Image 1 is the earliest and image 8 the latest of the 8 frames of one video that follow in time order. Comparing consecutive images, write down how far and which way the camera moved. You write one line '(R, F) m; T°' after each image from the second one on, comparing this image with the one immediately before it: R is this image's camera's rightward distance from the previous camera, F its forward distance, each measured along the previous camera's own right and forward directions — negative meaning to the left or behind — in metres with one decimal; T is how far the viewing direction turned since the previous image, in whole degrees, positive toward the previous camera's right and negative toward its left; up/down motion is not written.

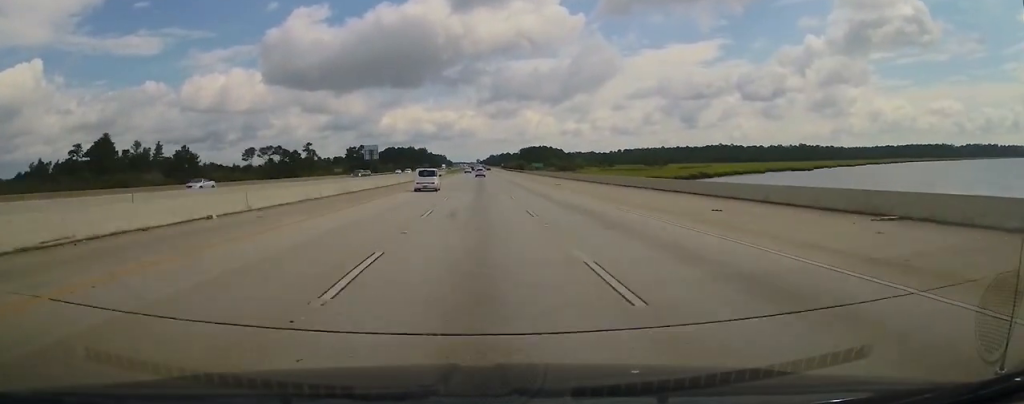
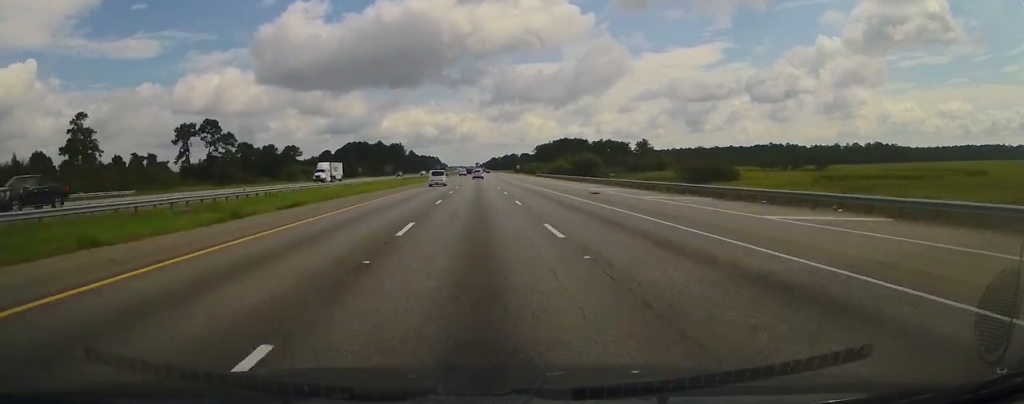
(+0.4, +212.9) m; 0°
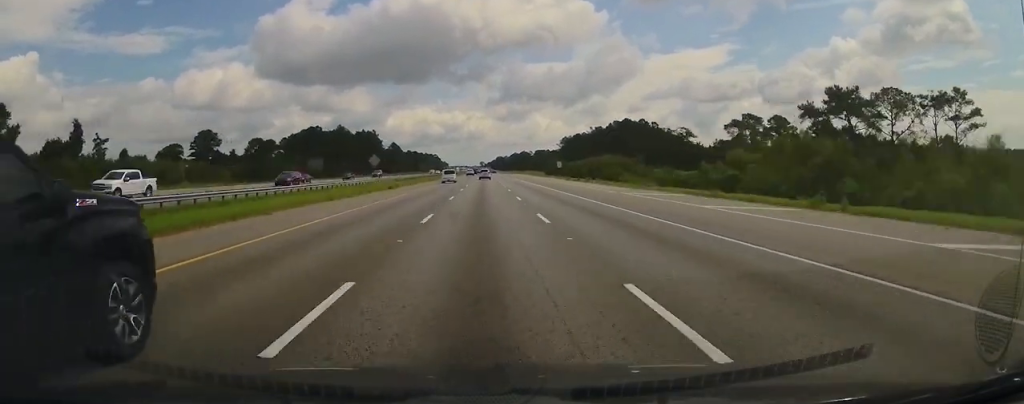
(-0.7, +120.8) m; 0°
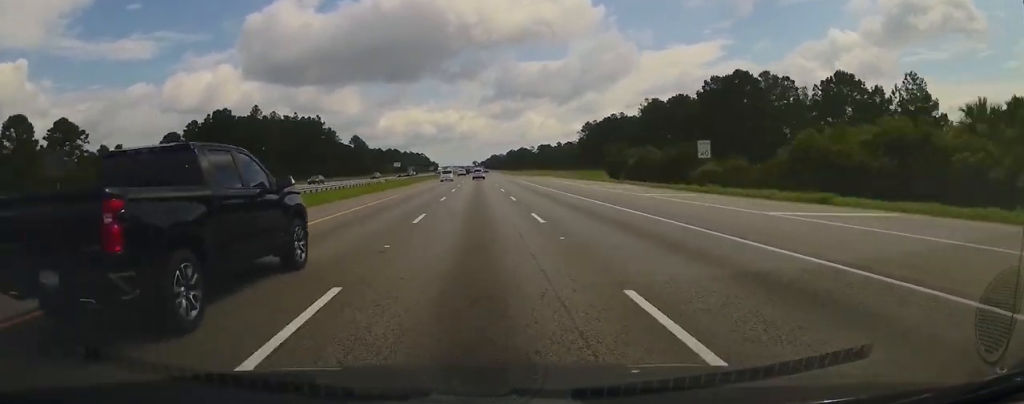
(+0.6, +95.5) m; 0°
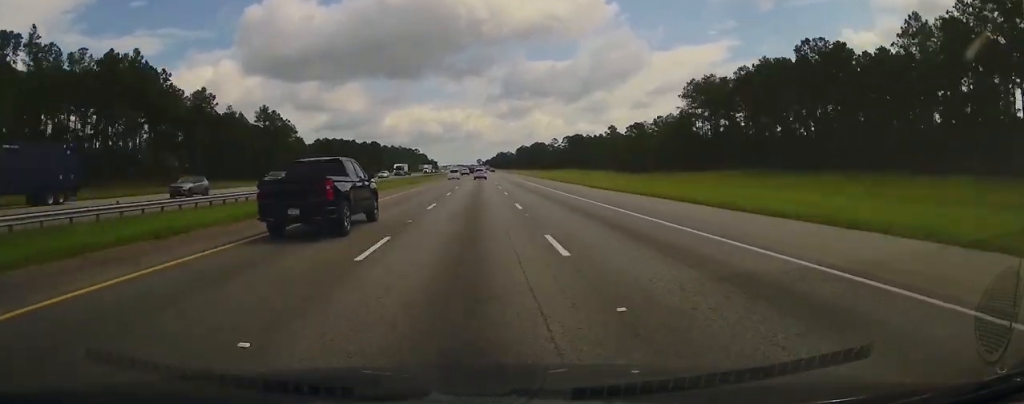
(+0.1, +128.7) m; 0°
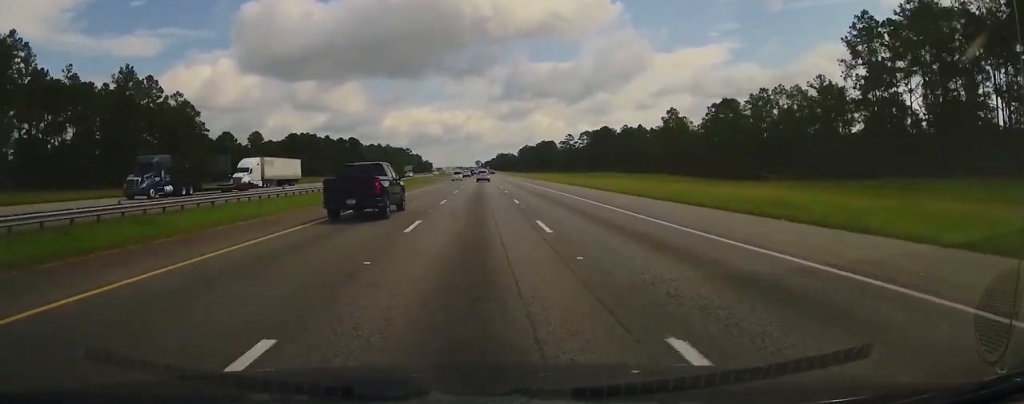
(0.0, +69.2) m; 0°
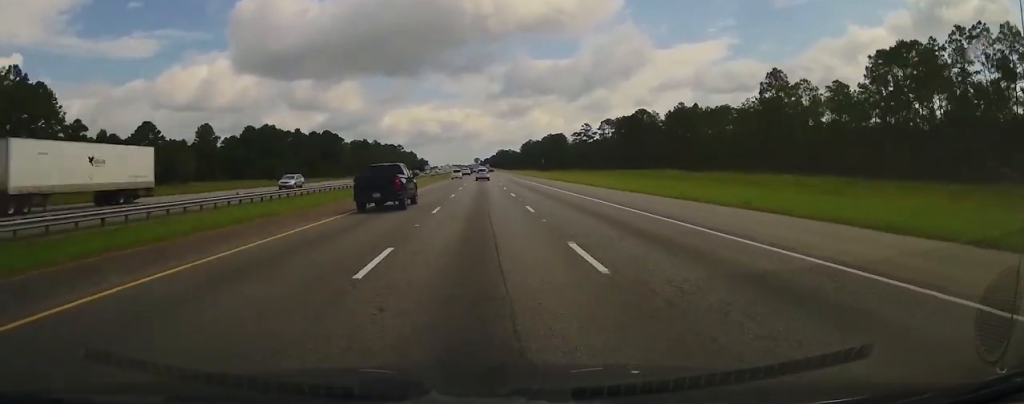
(-0.4, +54.7) m; 0°
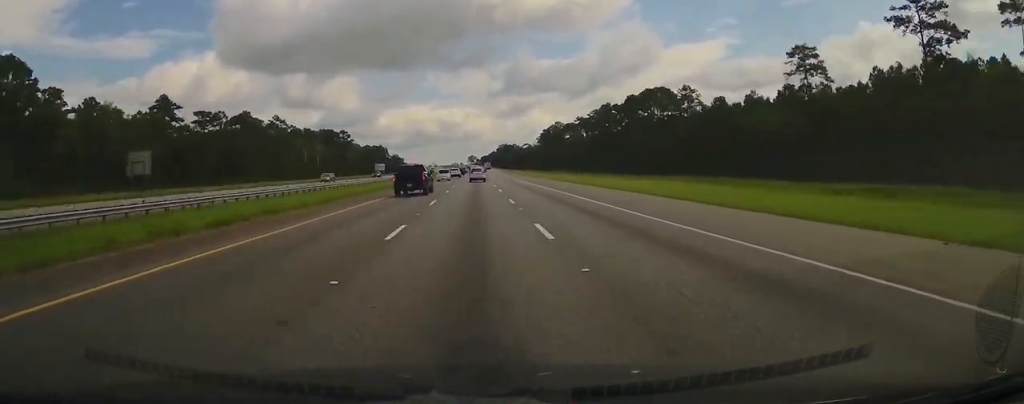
(+1.5, +218.2) m; 0°
